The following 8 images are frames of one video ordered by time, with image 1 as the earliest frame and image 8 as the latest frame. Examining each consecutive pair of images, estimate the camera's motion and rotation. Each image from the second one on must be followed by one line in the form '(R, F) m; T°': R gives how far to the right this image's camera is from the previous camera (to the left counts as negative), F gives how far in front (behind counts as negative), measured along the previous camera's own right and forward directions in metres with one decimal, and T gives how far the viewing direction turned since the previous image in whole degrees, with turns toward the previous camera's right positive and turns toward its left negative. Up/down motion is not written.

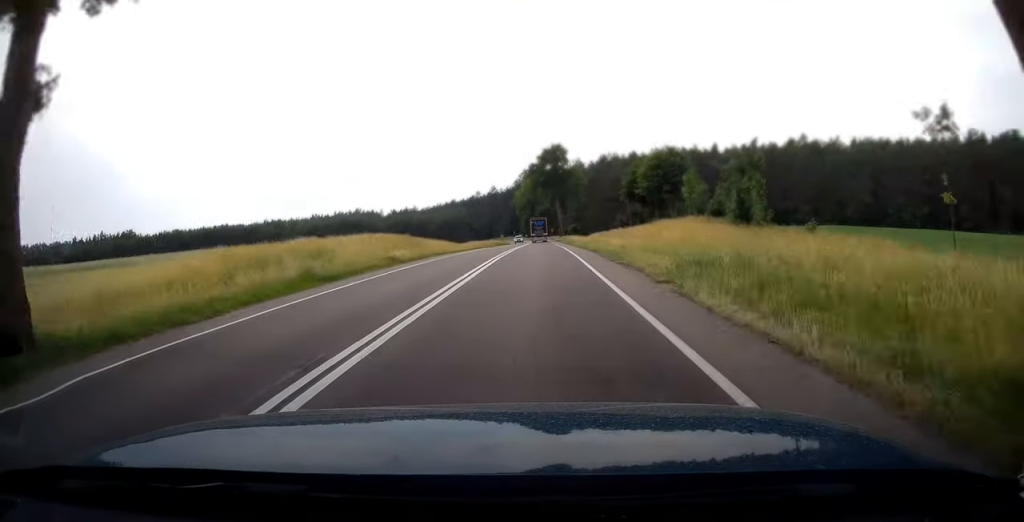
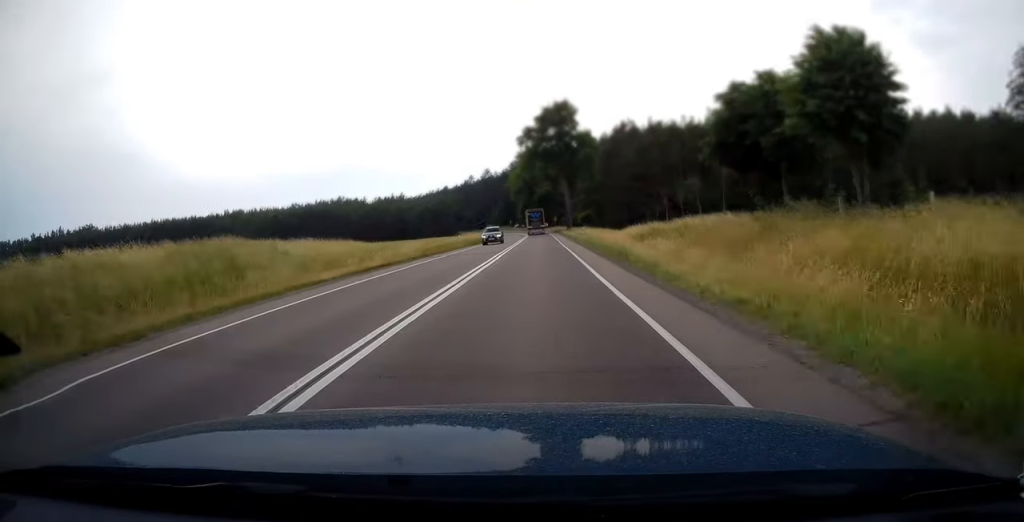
(0.0, +34.7) m; 0°
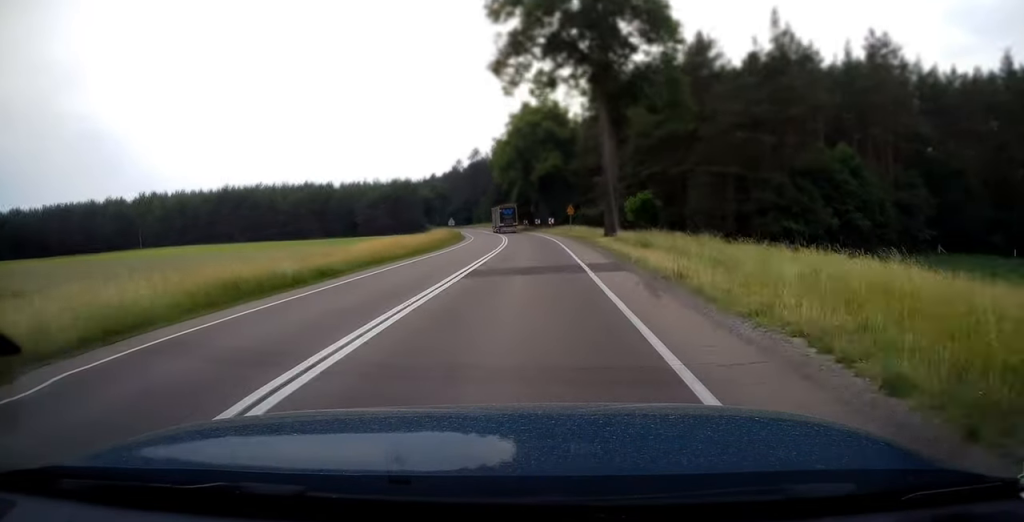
(0.0, +56.9) m; -1°
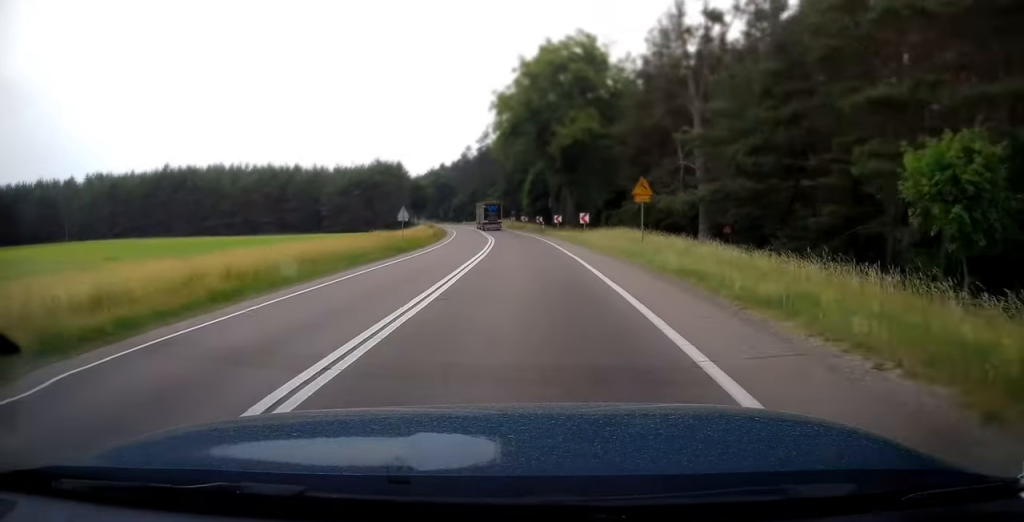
(-0.3, +35.6) m; -2°
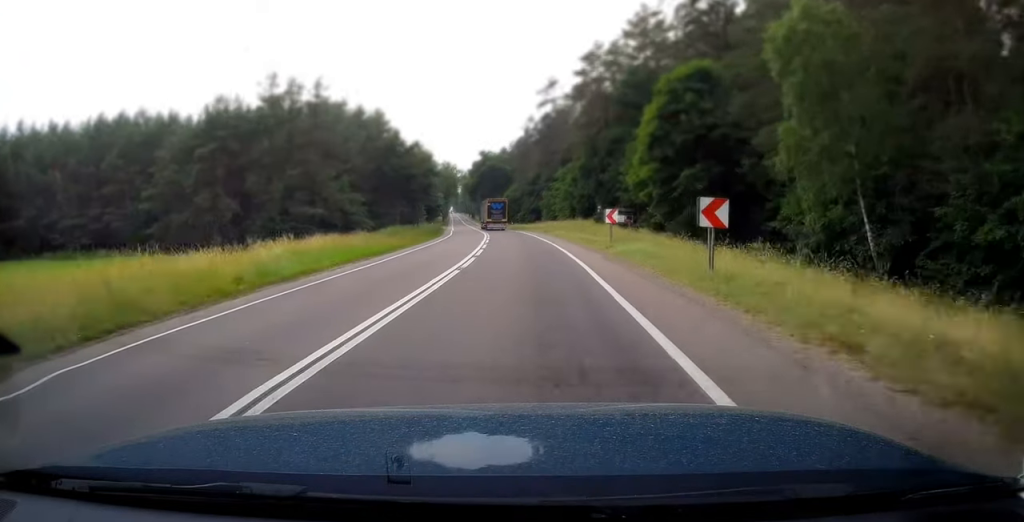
(-4.2, +76.6) m; -7°
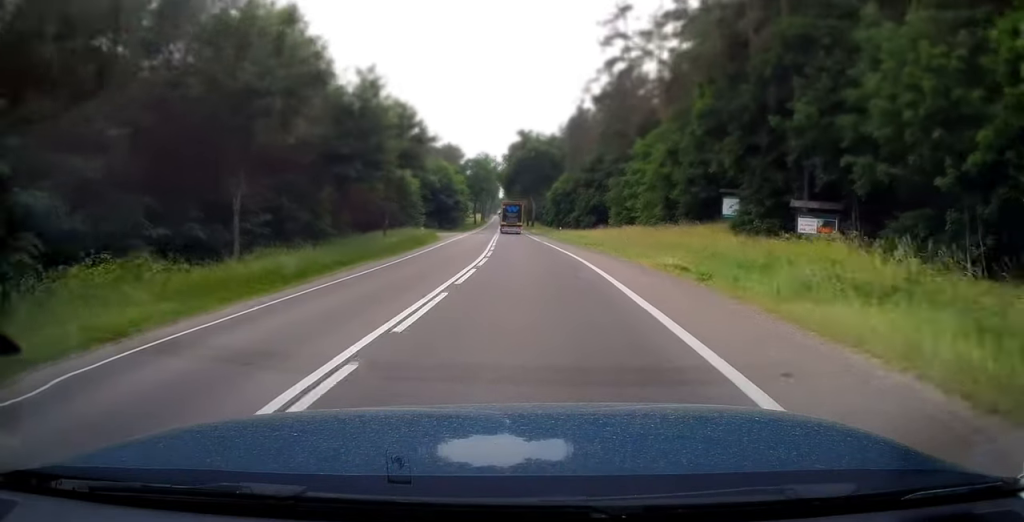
(-1.7, +43.2) m; -3°
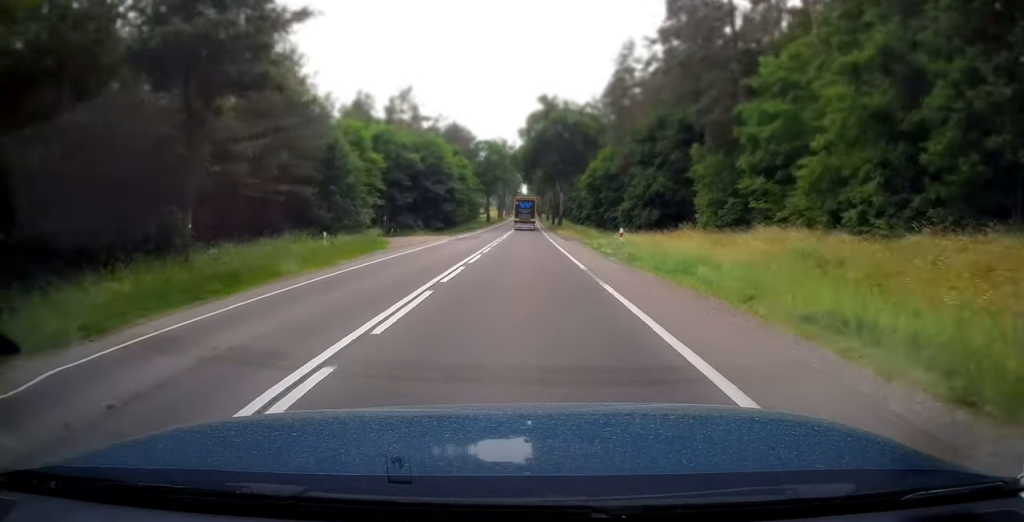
(-0.7, +31.3) m; -2°
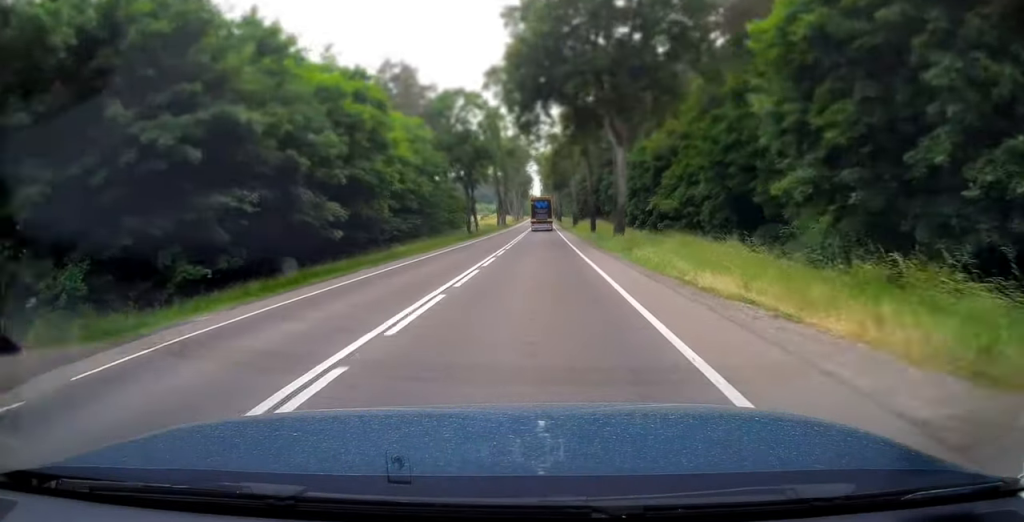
(-1.2, +52.5) m; -2°
